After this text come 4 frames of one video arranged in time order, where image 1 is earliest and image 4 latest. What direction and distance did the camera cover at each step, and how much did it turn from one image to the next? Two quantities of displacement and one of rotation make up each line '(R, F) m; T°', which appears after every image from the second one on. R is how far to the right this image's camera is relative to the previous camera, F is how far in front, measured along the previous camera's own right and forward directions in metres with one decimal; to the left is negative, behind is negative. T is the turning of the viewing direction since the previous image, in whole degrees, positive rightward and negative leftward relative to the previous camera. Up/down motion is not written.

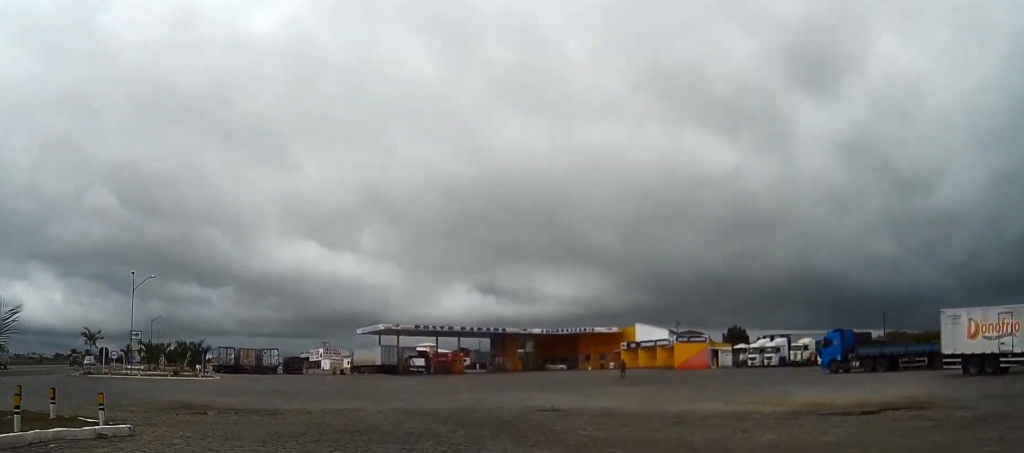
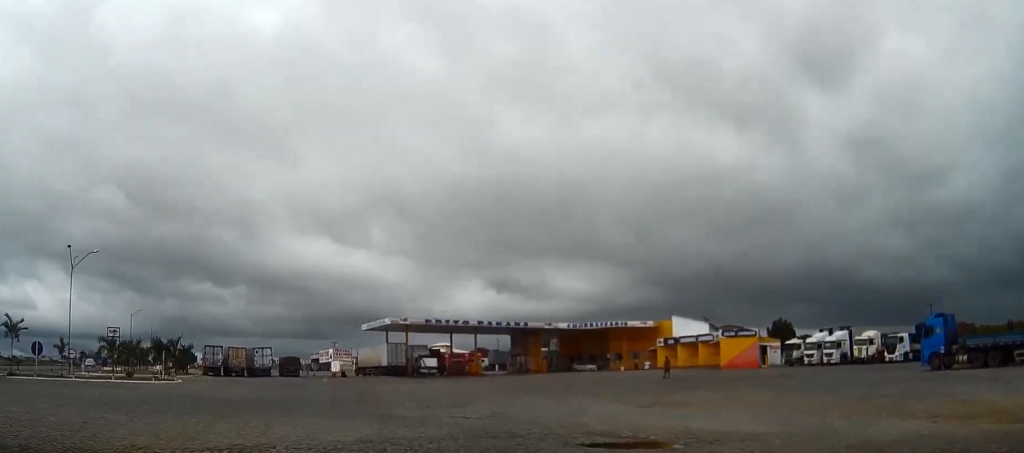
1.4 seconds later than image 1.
(+0.2, +14.1) m; -1°
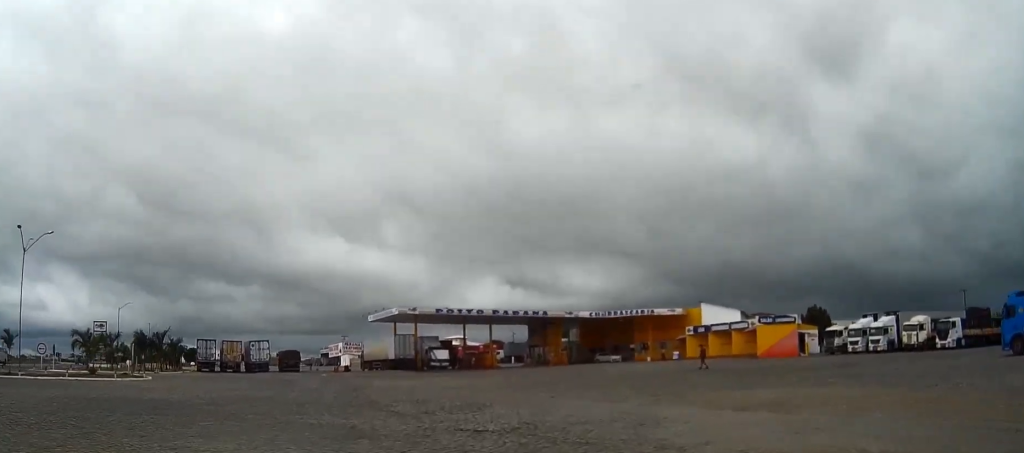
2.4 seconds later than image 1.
(-0.2, +8.5) m; -2°
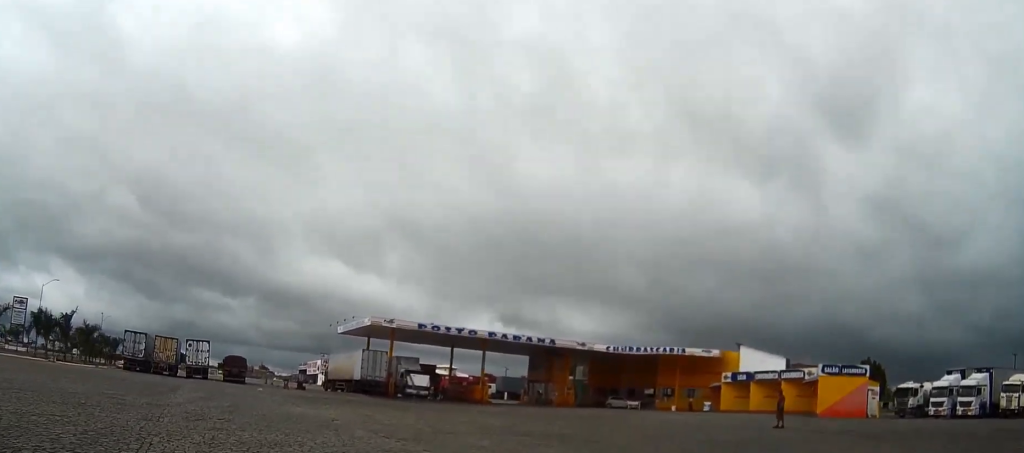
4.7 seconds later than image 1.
(+0.2, +19.2) m; +1°
